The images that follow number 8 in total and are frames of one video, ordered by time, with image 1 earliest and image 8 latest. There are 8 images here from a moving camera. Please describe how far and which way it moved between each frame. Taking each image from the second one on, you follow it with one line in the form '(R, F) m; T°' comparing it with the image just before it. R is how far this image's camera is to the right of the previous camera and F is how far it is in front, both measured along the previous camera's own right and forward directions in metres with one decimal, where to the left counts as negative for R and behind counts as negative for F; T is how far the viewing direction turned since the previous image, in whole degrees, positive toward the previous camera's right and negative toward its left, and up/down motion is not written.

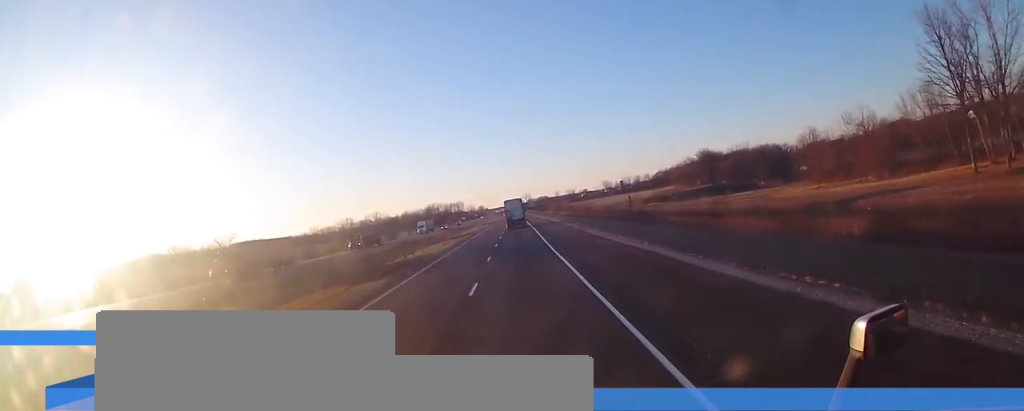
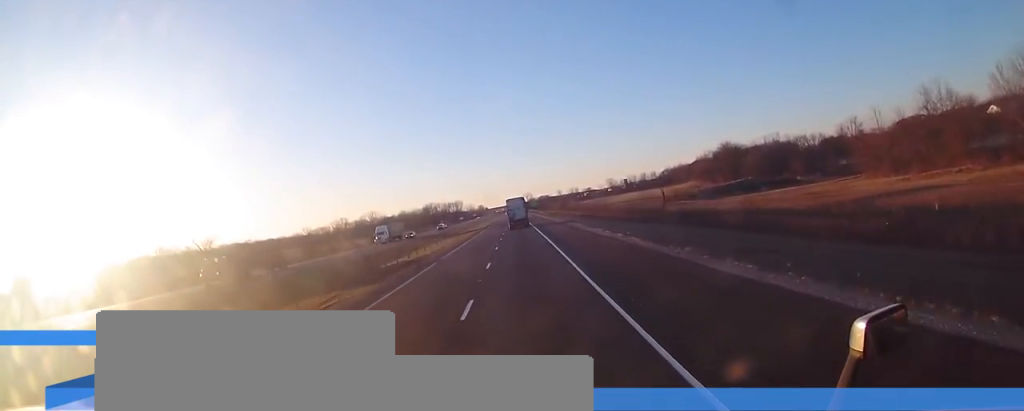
(-0.4, +27.7) m; 0°
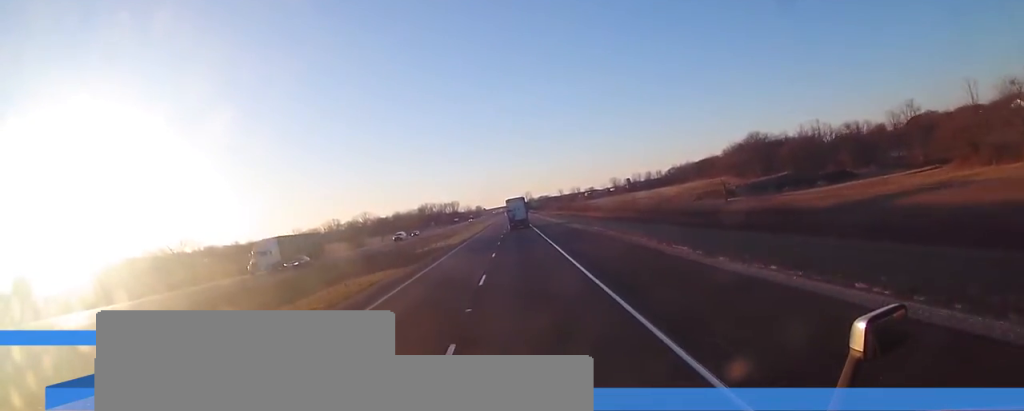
(+0.3, +30.3) m; 0°
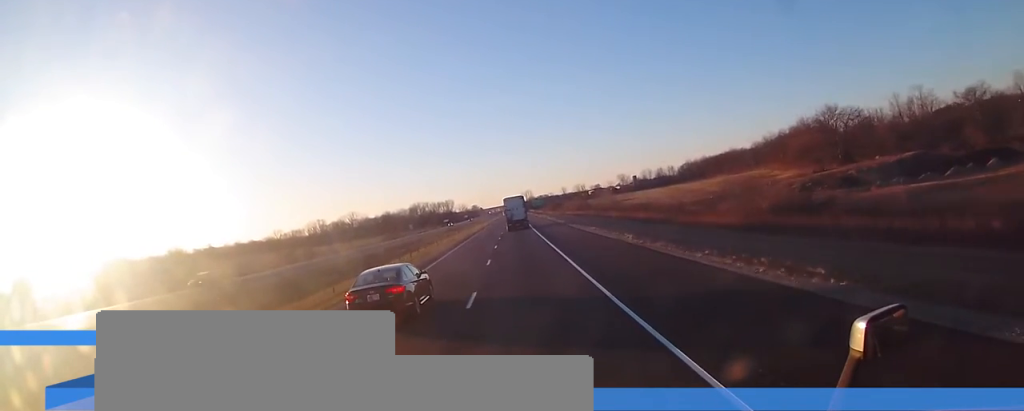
(-0.1, +54.6) m; +1°
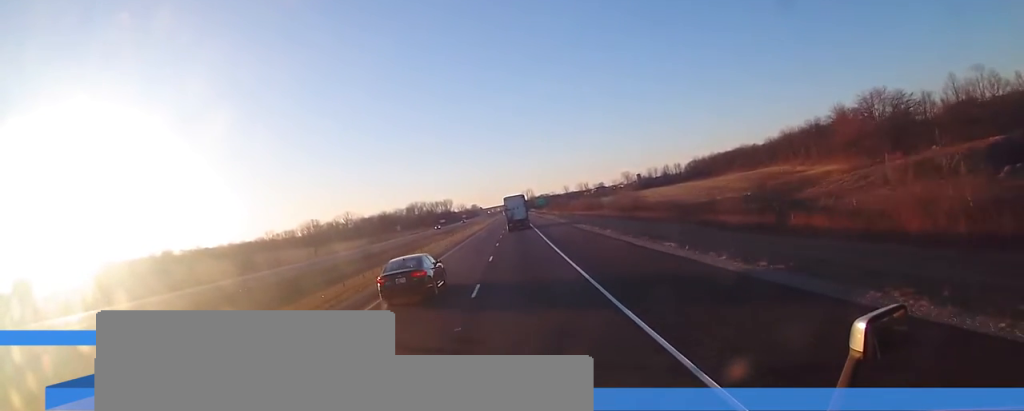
(+0.1, +22.2) m; 0°
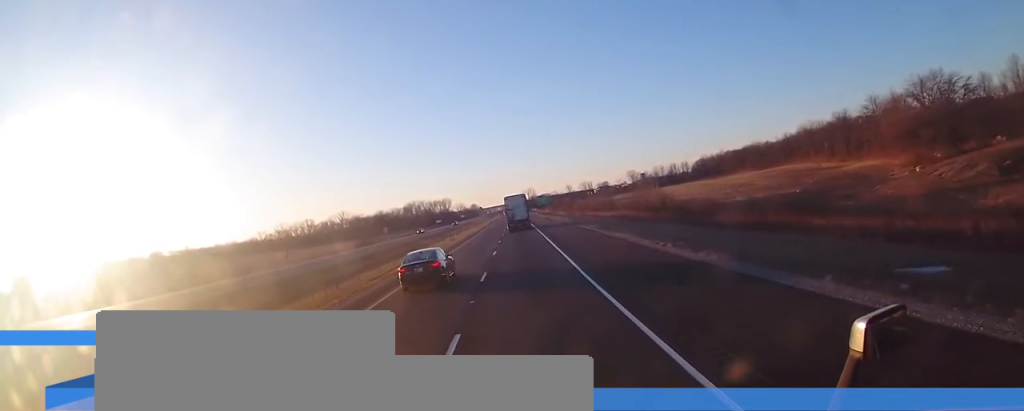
(0.0, +20.7) m; 0°
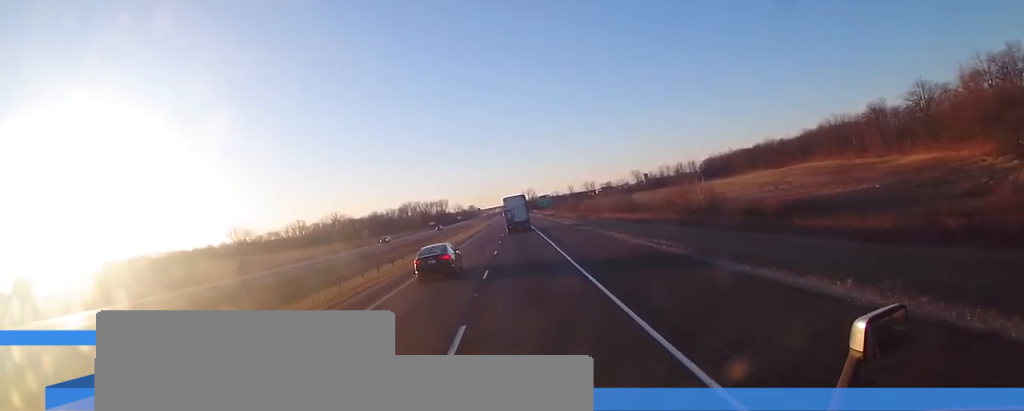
(-0.4, +24.1) m; 0°
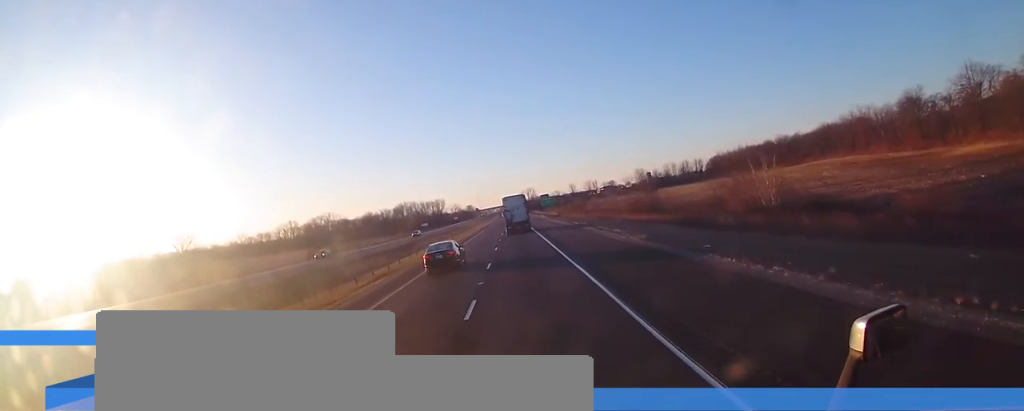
(+0.4, +20.2) m; 0°
